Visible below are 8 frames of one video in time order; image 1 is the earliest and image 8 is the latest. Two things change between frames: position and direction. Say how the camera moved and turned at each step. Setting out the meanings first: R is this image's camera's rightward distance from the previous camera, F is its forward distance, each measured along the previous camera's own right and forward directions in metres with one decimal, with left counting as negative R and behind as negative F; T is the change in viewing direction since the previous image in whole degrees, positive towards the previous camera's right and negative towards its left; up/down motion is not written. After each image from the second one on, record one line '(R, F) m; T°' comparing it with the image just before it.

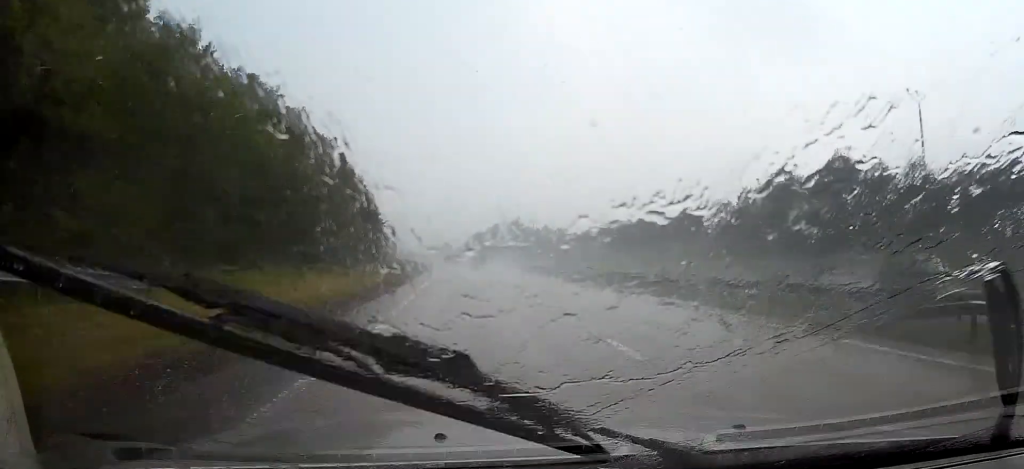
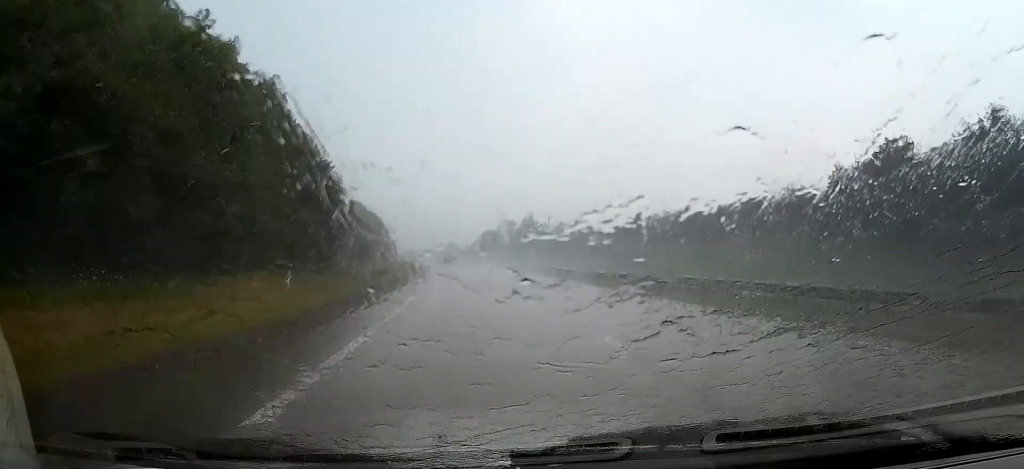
(-0.1, +17.0) m; 0°
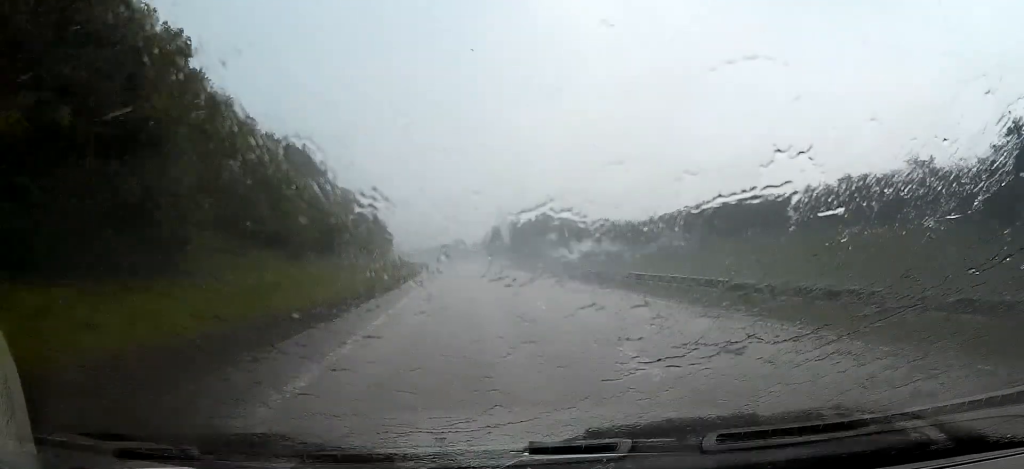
(0.0, +20.0) m; 0°
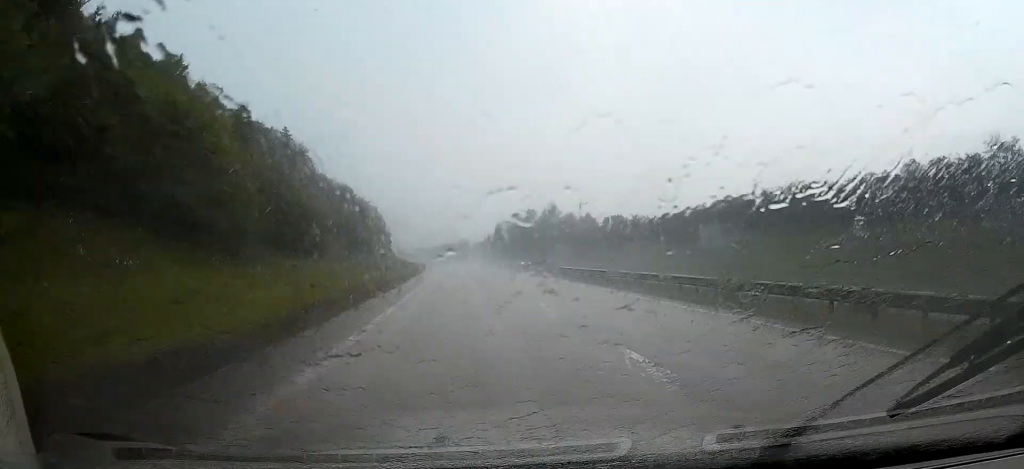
(0.0, +9.4) m; 0°
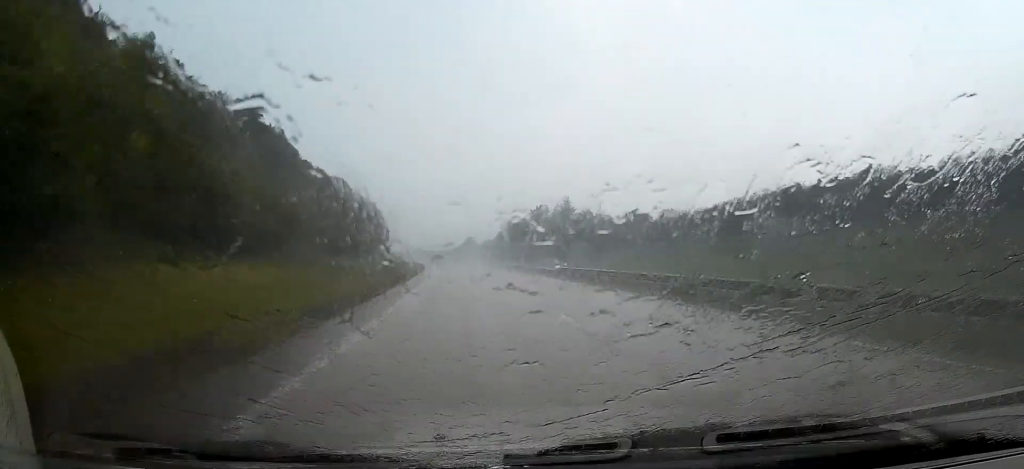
(0.0, +12.2) m; 0°
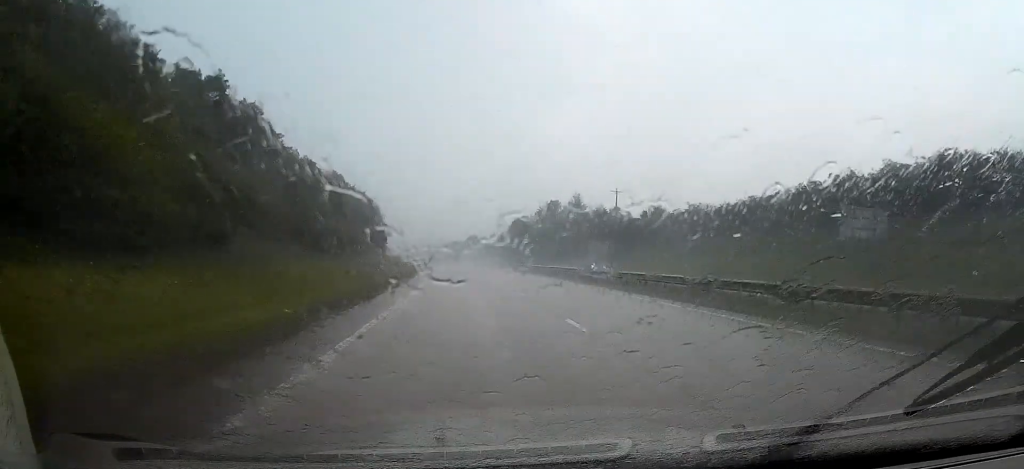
(0.0, +9.3) m; 0°
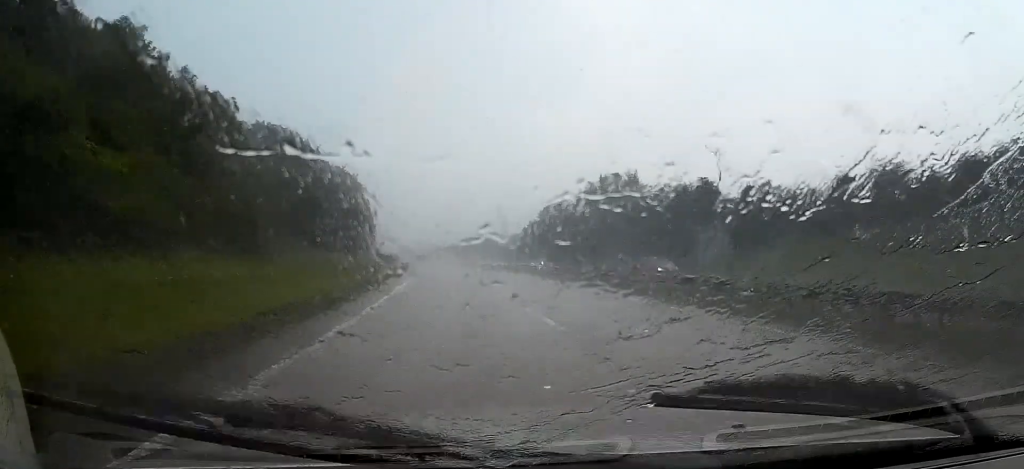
(-0.3, +36.8) m; -3°
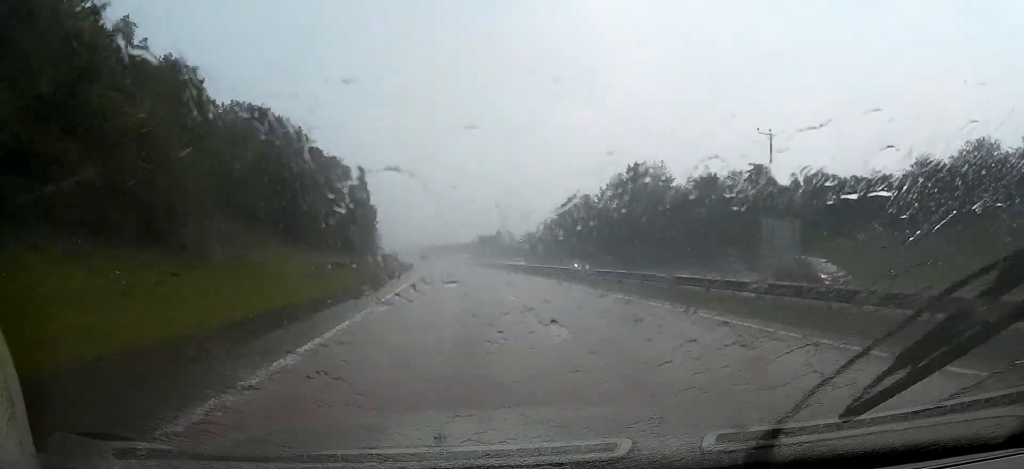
(-0.1, +9.5) m; -1°
